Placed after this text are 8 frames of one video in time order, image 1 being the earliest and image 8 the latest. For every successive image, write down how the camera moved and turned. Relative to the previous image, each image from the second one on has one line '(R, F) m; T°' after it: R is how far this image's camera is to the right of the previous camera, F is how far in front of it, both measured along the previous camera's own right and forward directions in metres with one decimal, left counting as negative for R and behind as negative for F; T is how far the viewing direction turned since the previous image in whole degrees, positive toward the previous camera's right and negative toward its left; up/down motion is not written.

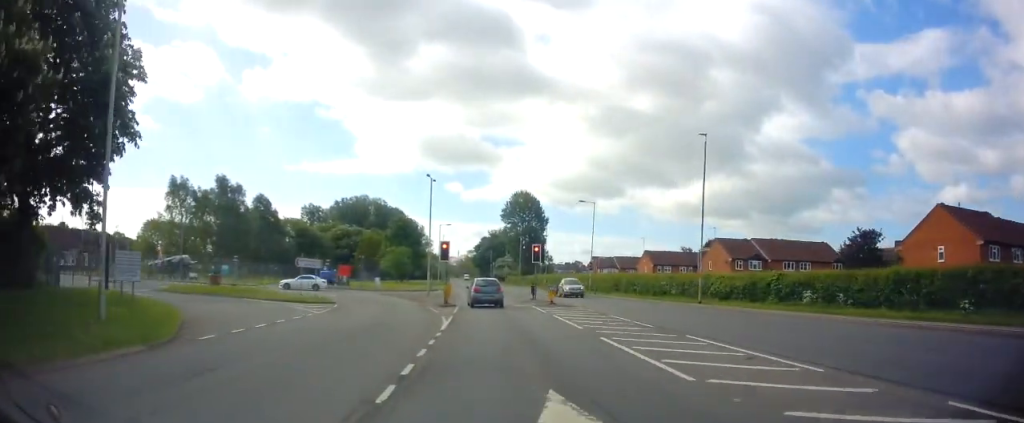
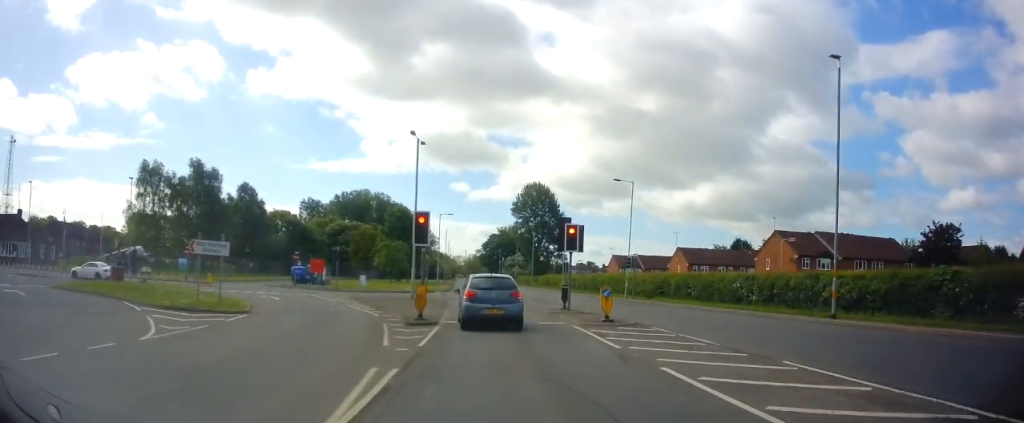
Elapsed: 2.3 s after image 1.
(-0.4, +13.6) m; 0°
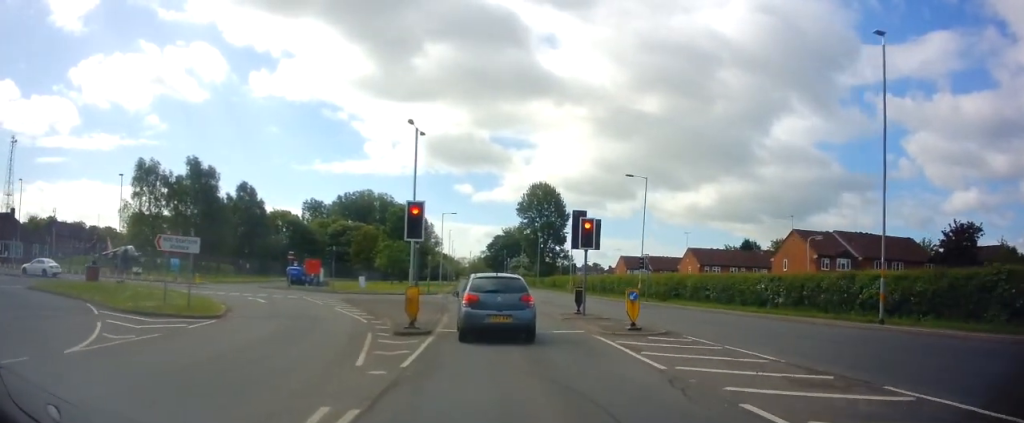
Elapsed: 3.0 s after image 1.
(+0.3, +3.0) m; +3°
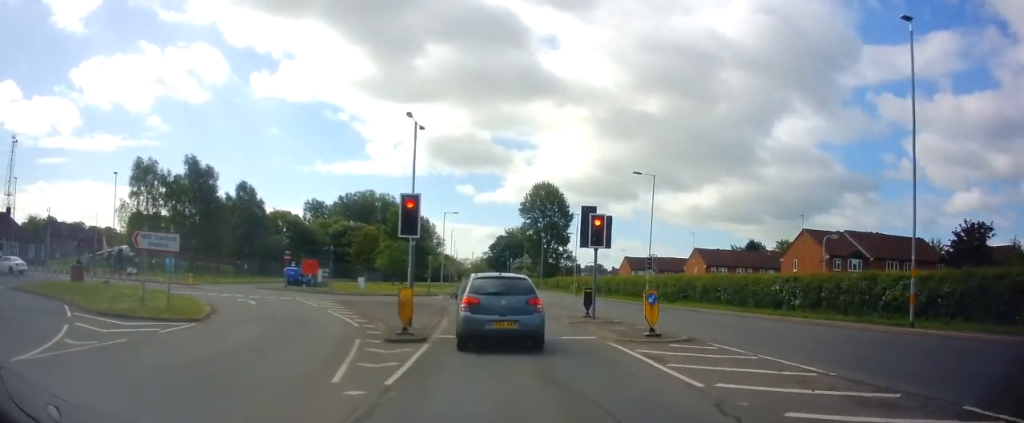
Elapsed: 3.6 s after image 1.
(-0.1, +1.5) m; -6°
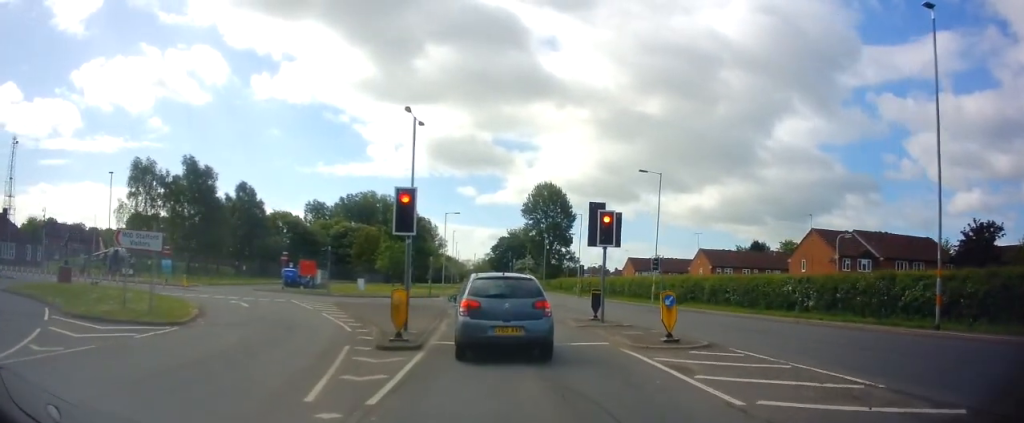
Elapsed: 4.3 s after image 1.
(-0.1, +1.2) m; -3°
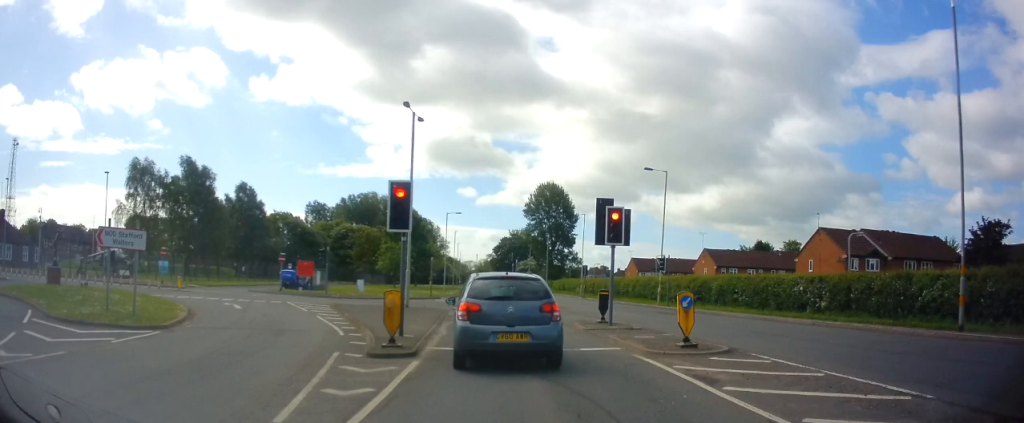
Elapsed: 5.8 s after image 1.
(-0.1, +0.9) m; 0°
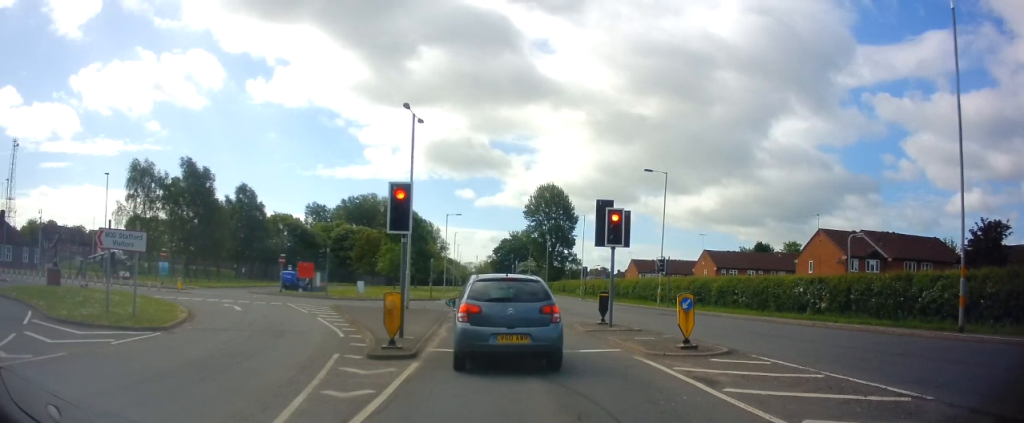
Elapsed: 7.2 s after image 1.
(+0.1, 0.0) m; 0°
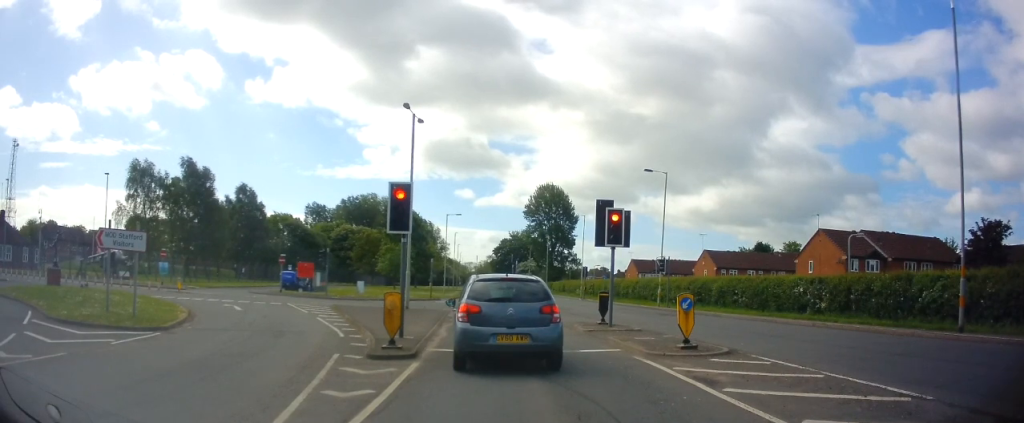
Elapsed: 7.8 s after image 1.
(0.0, 0.0) m; 0°
